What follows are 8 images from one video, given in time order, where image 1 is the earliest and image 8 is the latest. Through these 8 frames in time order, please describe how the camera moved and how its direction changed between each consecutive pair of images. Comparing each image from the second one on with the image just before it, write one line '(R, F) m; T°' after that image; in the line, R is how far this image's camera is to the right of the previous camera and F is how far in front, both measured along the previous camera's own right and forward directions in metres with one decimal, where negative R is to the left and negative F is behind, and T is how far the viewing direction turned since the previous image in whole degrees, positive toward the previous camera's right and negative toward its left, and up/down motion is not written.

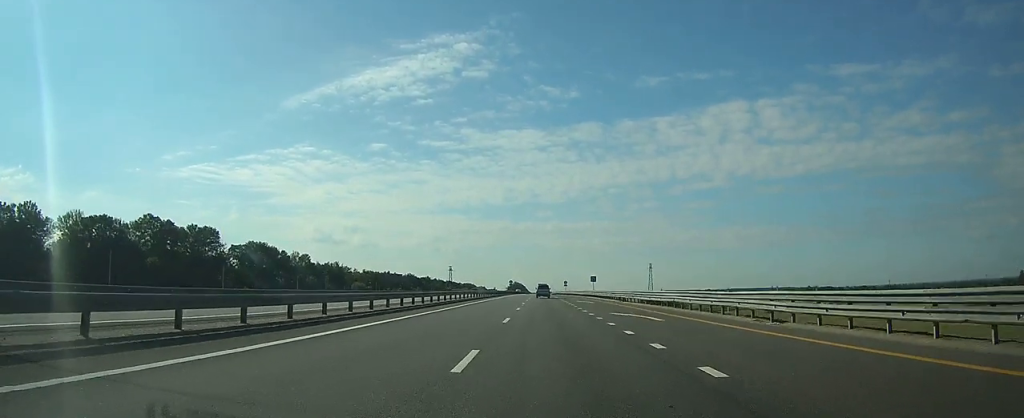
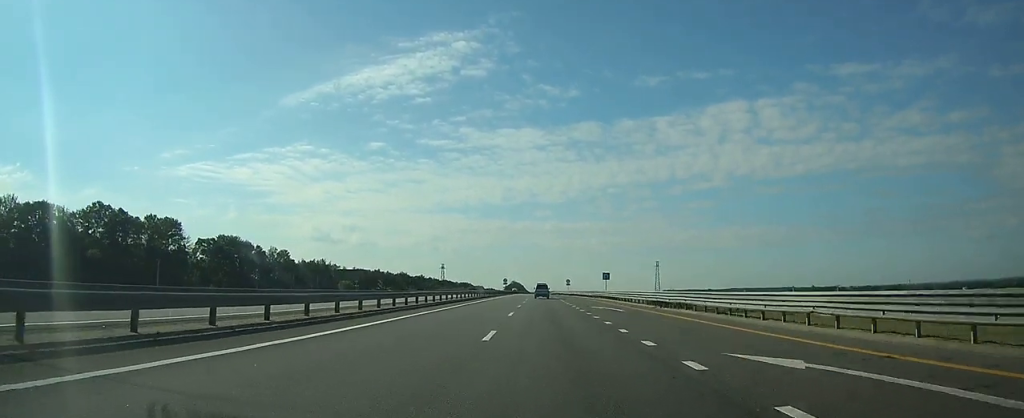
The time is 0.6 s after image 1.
(0.0, +19.2) m; 0°
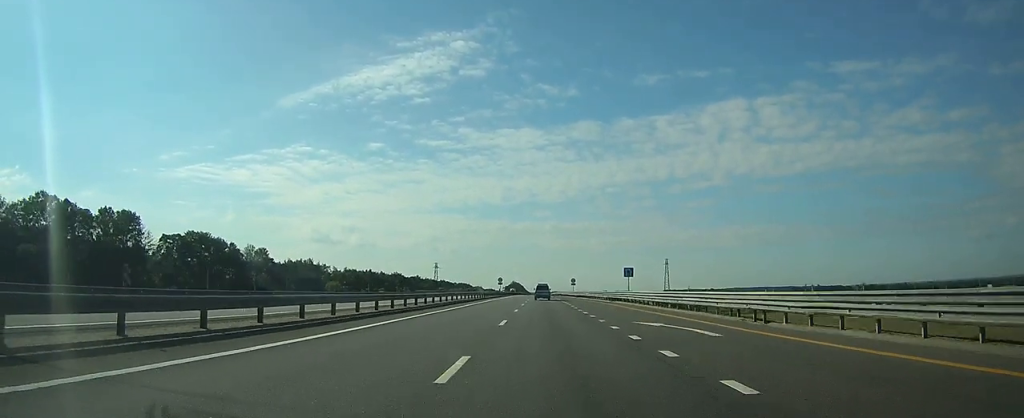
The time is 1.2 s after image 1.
(+0.1, +18.2) m; 0°
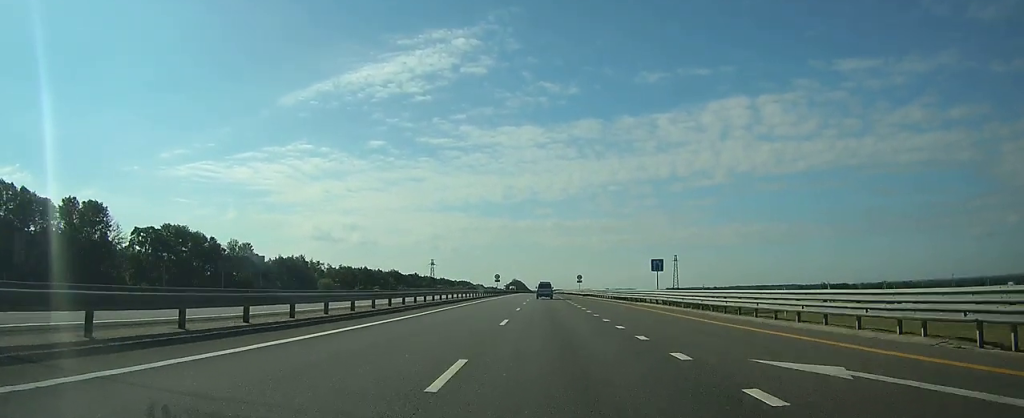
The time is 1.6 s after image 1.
(0.0, +12.9) m; 0°
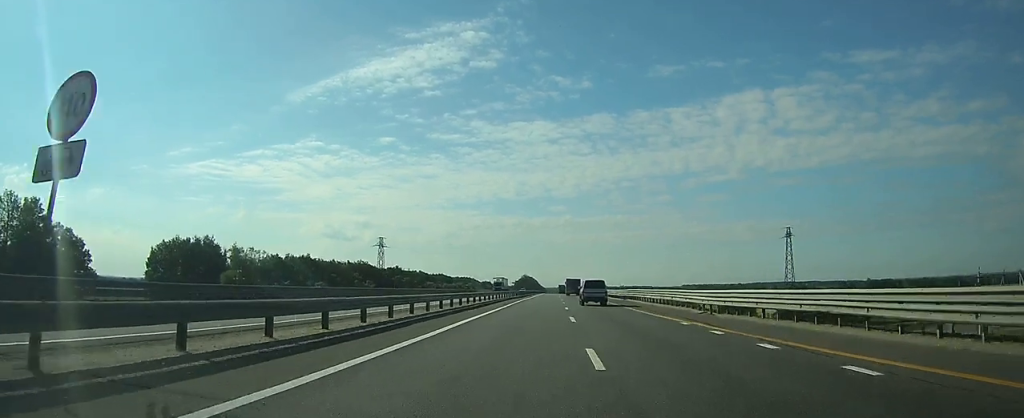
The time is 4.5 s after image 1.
(-0.6, +95.6) m; -1°
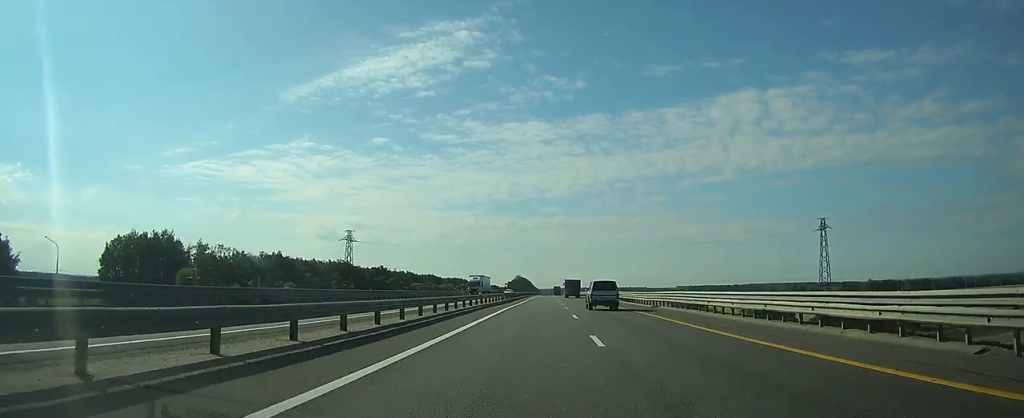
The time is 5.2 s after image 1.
(0.0, +20.5) m; 0°
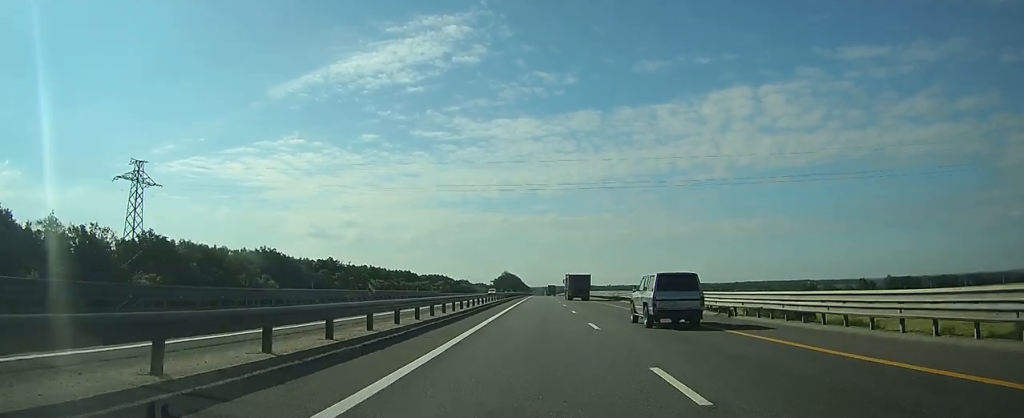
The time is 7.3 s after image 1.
(+0.2, +67.9) m; +1°
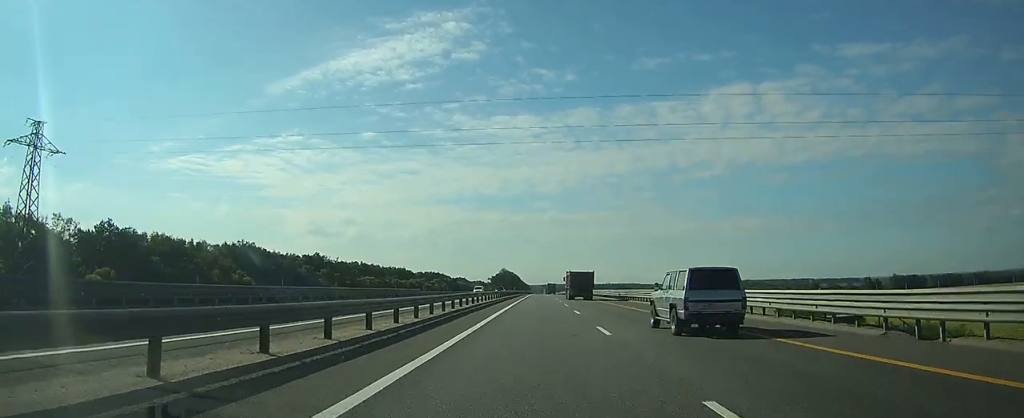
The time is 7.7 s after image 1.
(0.0, +15.1) m; 0°
